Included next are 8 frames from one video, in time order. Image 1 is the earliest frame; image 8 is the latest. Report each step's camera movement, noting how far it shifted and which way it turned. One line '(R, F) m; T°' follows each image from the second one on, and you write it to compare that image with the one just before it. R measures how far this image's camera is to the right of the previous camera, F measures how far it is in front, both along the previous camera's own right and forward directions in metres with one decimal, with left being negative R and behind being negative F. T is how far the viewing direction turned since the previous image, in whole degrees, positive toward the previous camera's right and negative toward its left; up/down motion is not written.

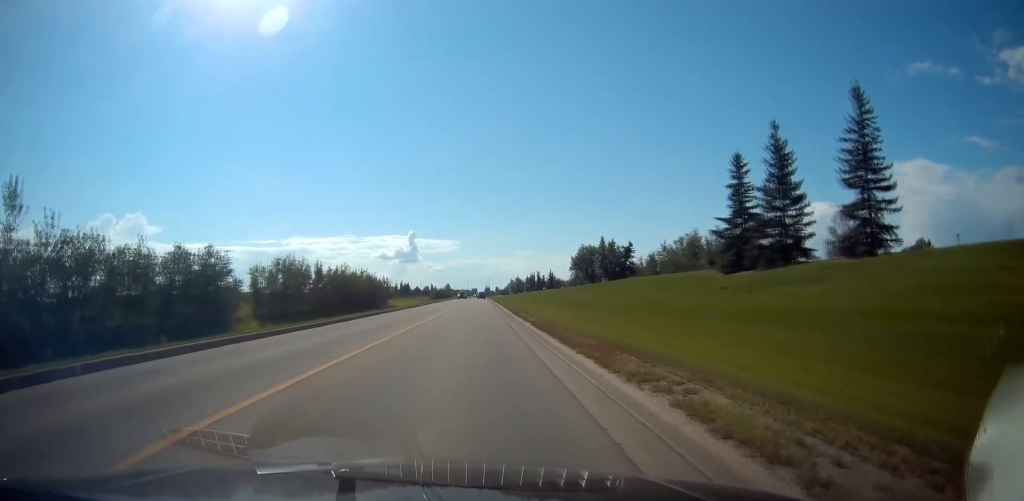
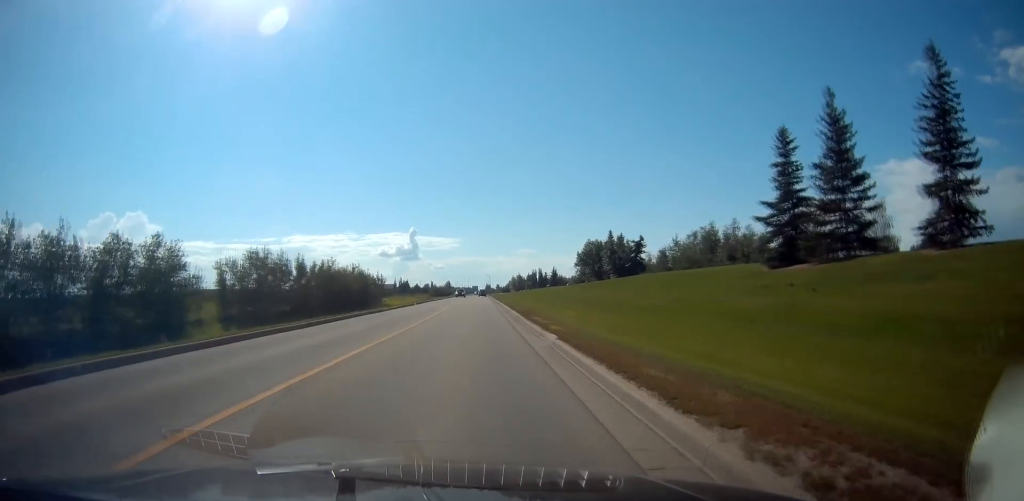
(0.0, +7.2) m; -1°
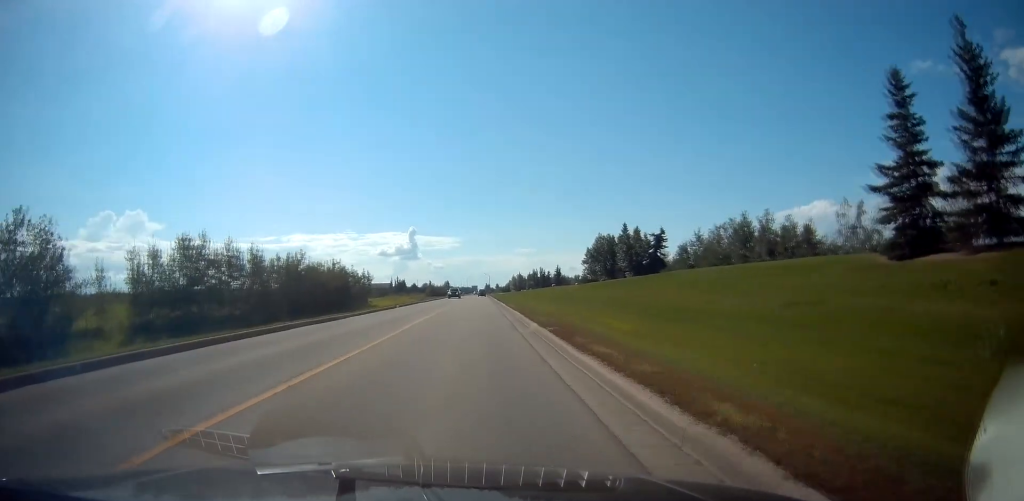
(-0.3, +12.4) m; 0°
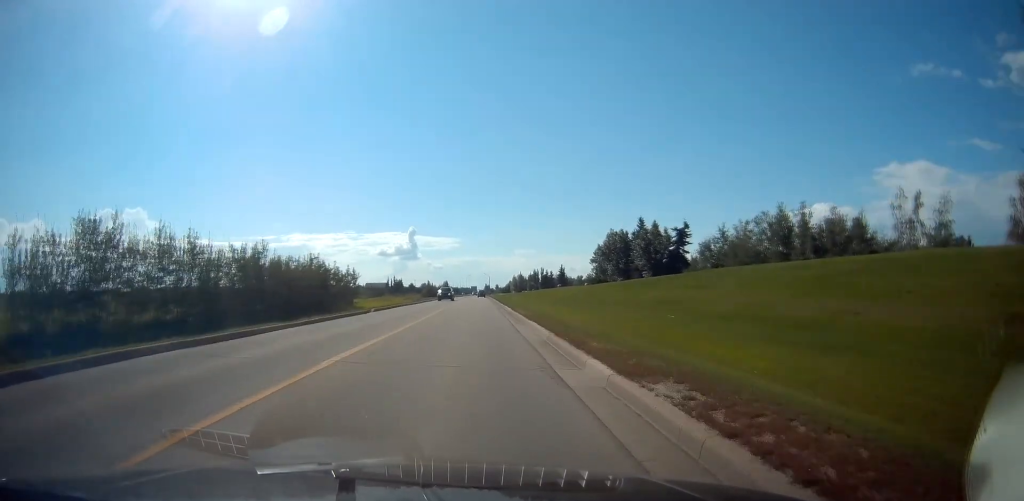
(+0.2, +10.8) m; +1°
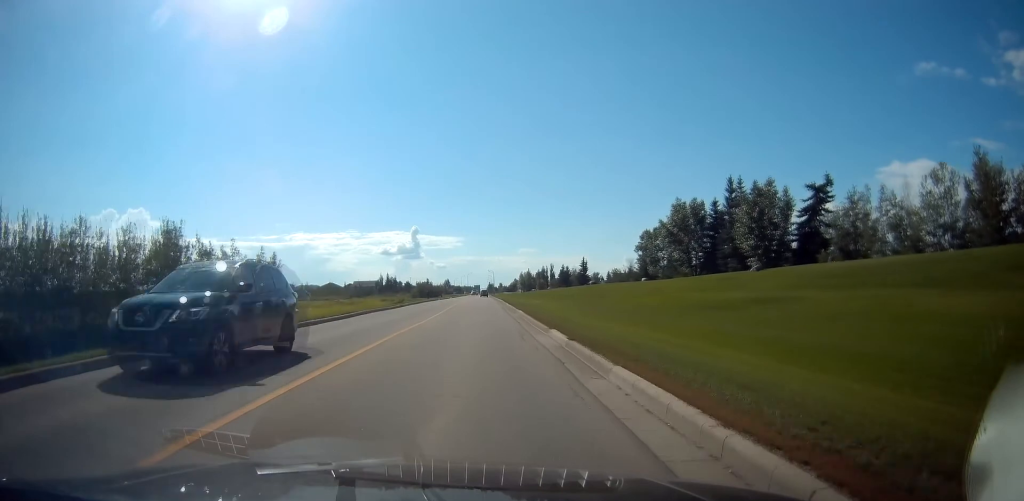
(+0.4, +35.2) m; +1°
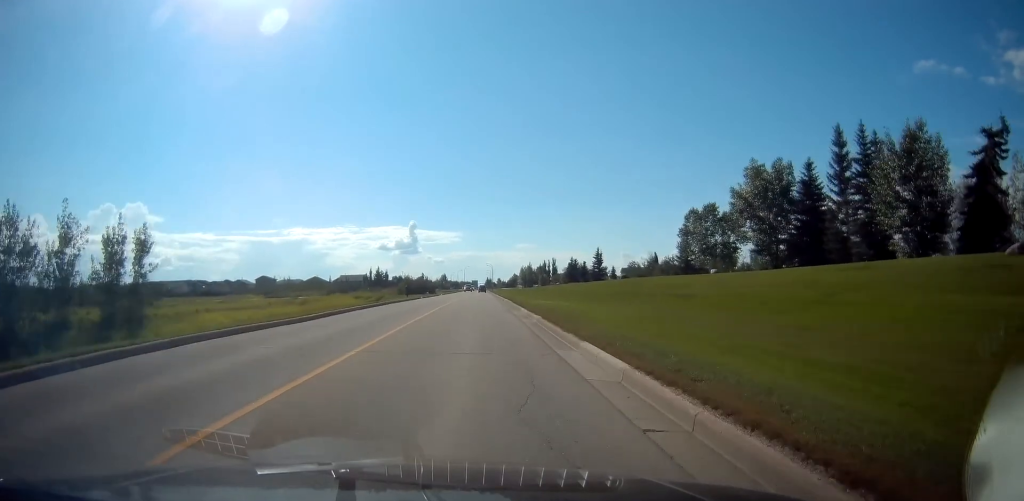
(0.0, +21.7) m; +1°
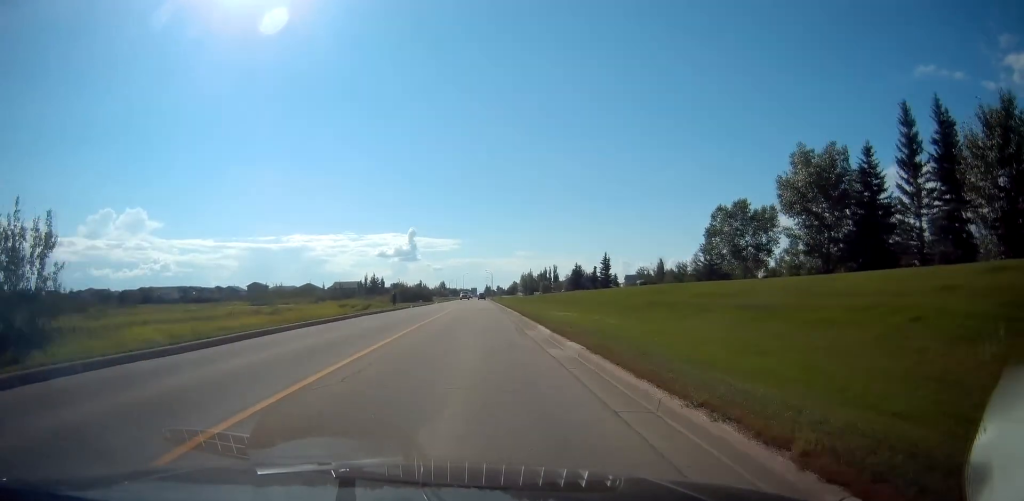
(-0.1, +8.7) m; +1°
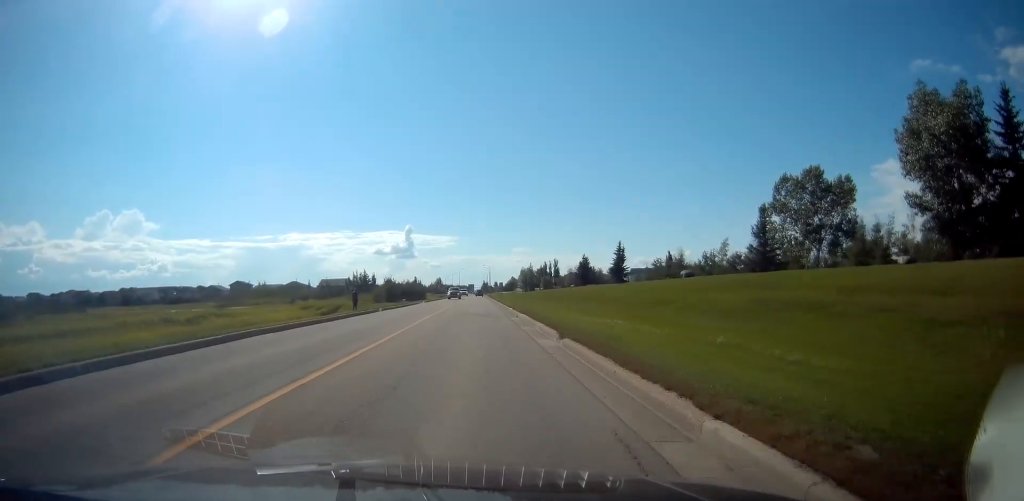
(+0.3, +15.0) m; 0°
